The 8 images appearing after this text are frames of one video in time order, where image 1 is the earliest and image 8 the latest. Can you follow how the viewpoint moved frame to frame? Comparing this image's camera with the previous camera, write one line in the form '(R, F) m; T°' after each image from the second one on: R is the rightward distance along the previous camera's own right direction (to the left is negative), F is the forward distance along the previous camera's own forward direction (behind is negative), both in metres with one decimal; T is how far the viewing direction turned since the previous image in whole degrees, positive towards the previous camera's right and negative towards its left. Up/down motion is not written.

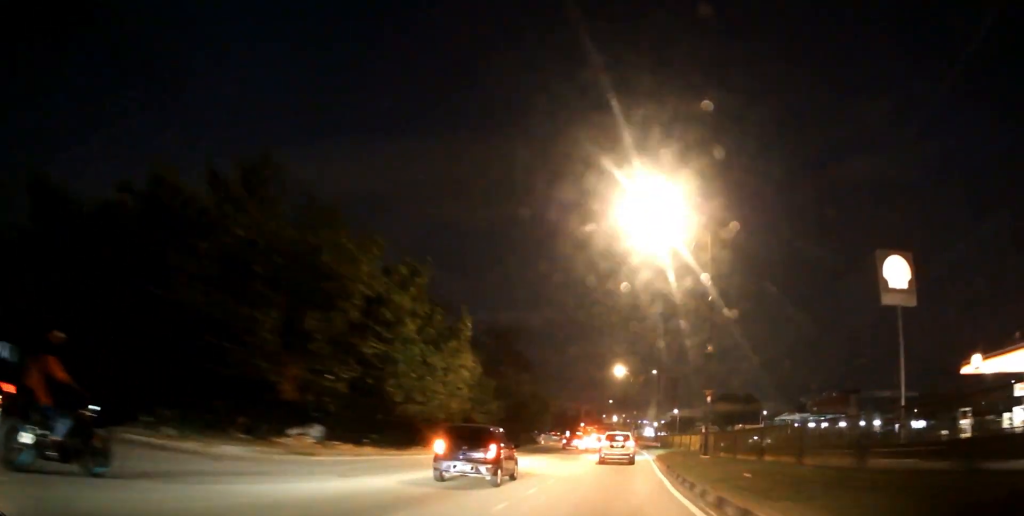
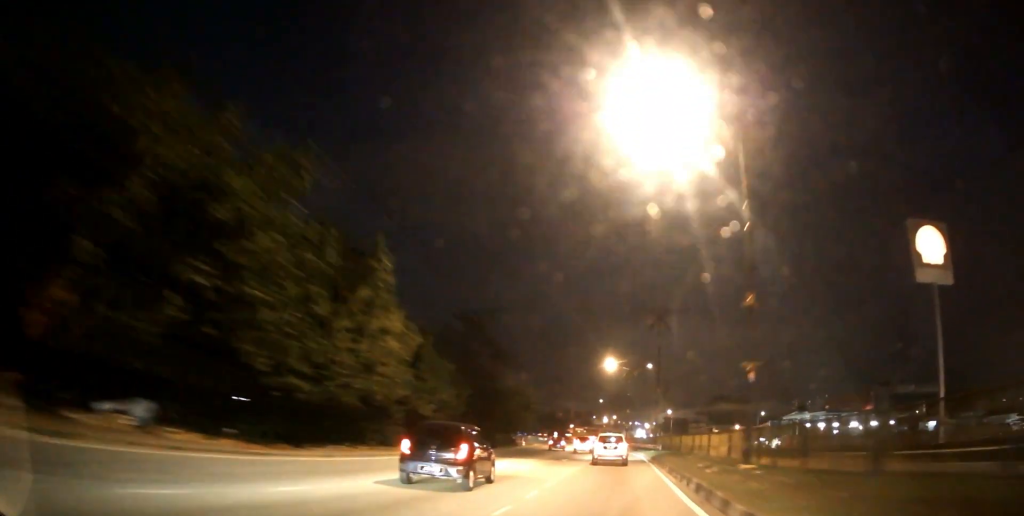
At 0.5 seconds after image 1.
(+0.1, +10.1) m; +1°
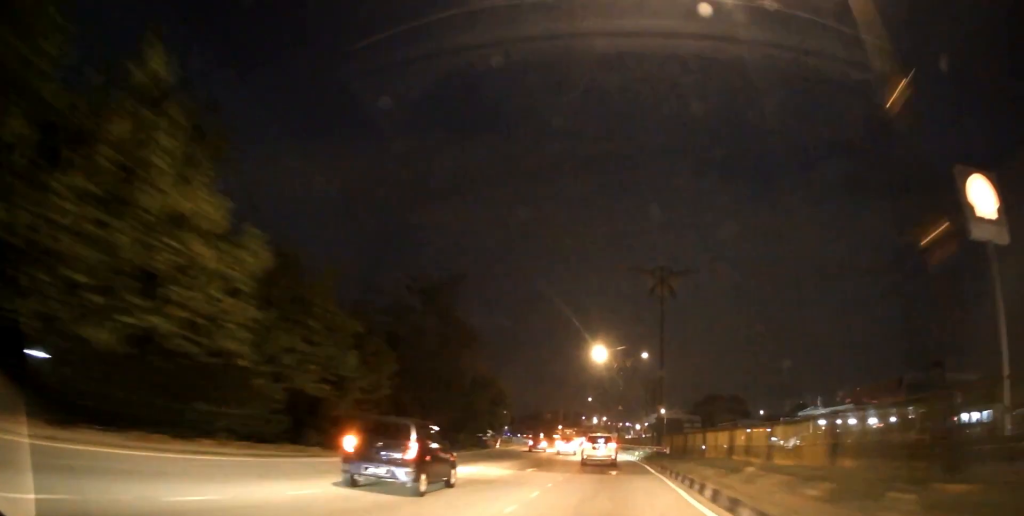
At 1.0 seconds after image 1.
(+0.1, +10.8) m; +1°
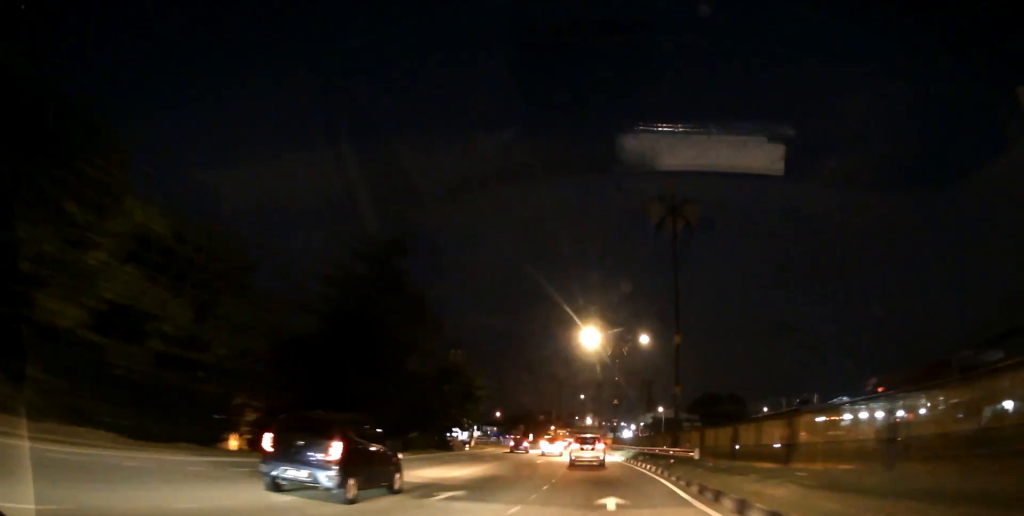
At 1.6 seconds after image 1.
(+0.1, +11.6) m; 0°
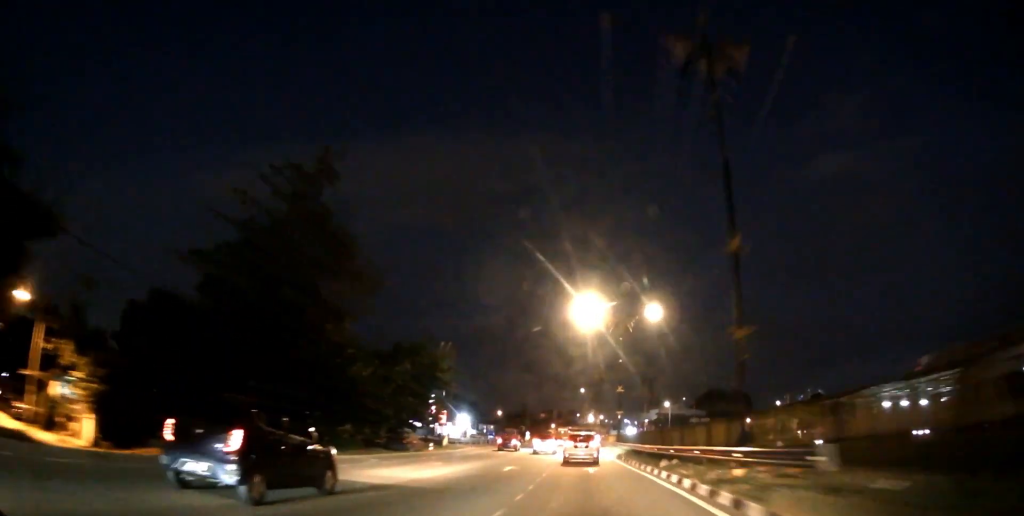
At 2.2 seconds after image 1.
(+0.1, +12.0) m; 0°
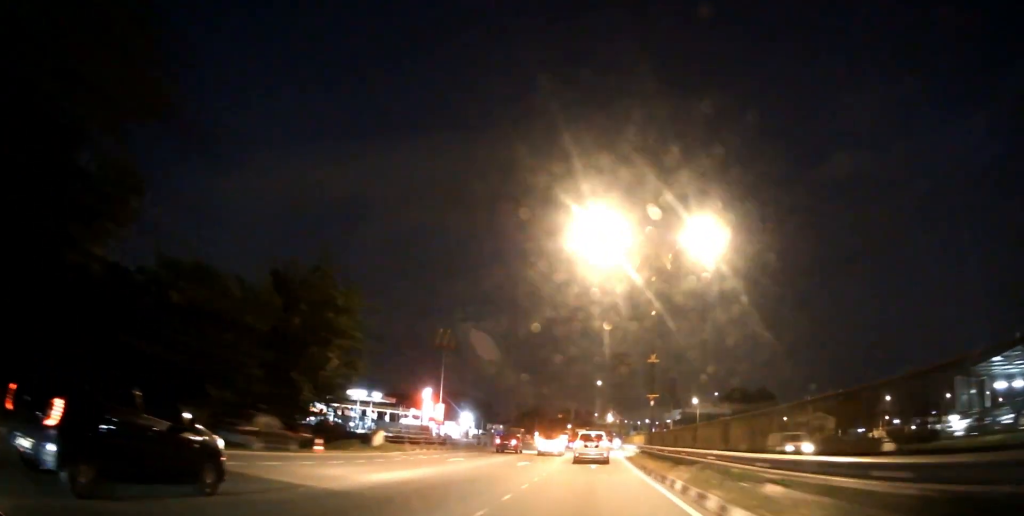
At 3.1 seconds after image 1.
(-0.2, +18.9) m; -2°
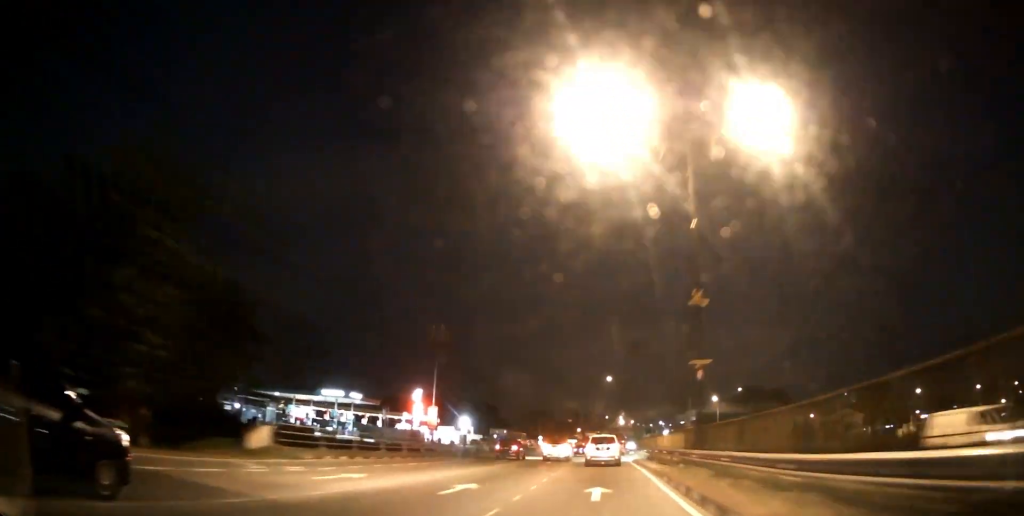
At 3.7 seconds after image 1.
(-0.2, +12.6) m; -1°
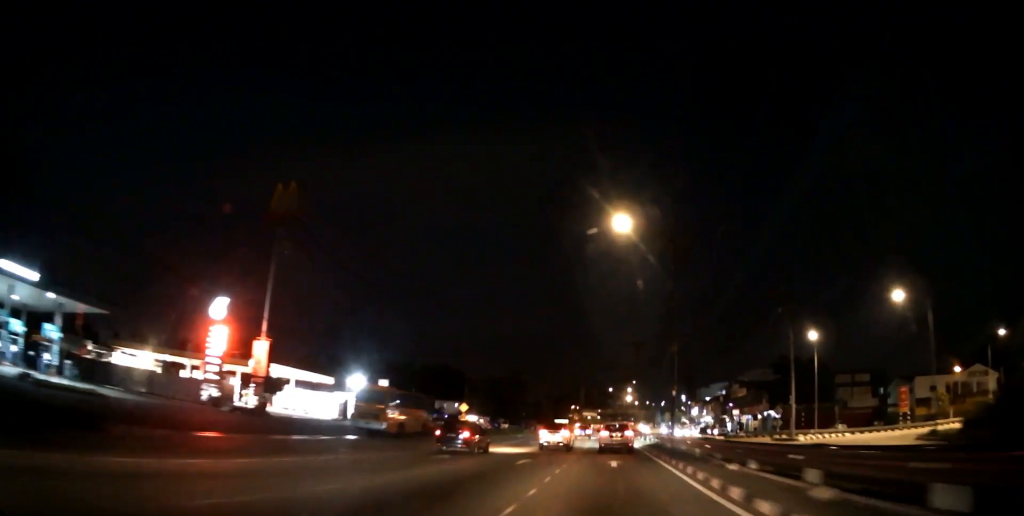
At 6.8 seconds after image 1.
(-0.8, +63.0) m; 0°
